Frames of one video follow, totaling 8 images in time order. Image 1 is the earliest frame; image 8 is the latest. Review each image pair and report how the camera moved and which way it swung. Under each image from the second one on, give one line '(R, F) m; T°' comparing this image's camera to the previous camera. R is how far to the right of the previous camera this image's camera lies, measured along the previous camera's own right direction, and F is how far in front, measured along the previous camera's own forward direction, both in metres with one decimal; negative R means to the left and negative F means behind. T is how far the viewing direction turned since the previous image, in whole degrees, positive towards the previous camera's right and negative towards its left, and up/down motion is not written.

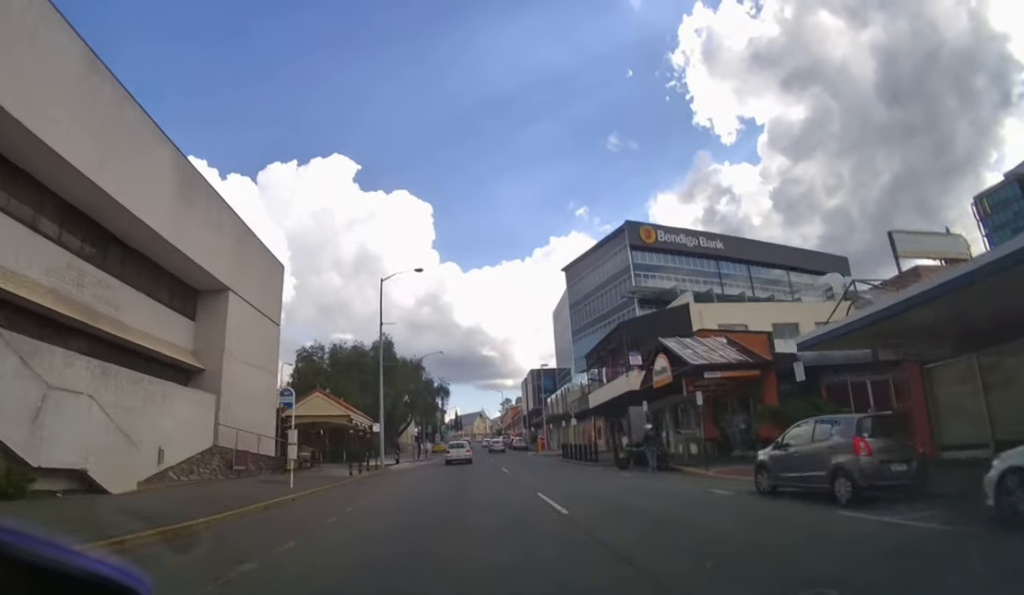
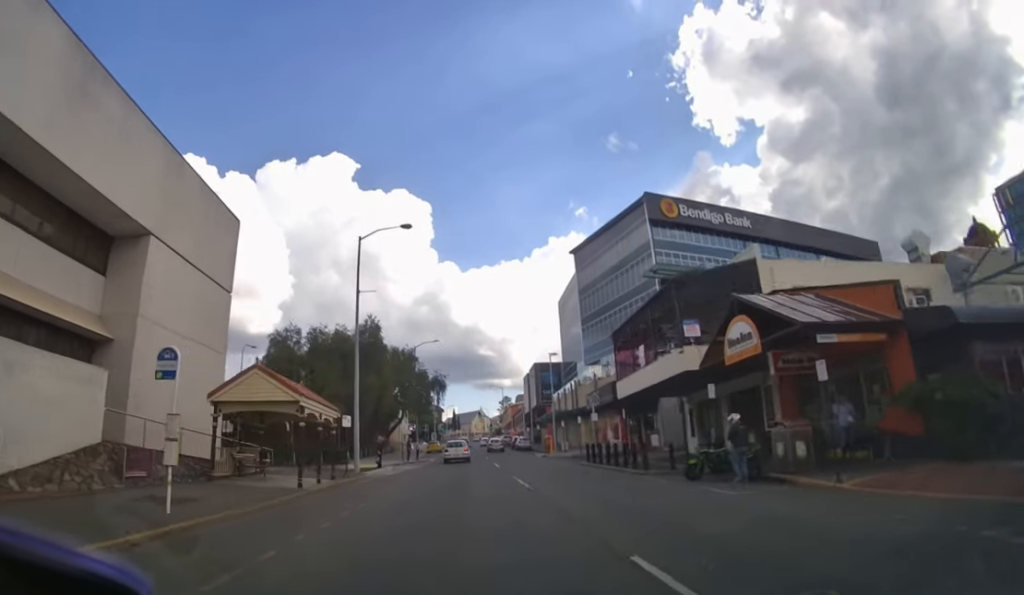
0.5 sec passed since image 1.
(0.0, +7.1) m; 0°
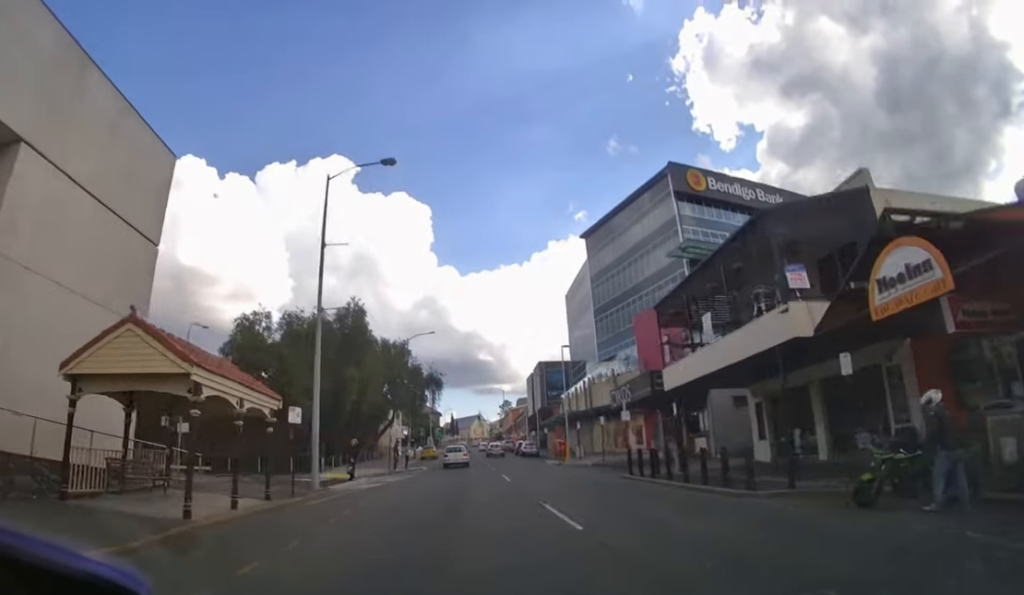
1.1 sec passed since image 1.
(0.0, +7.4) m; +1°
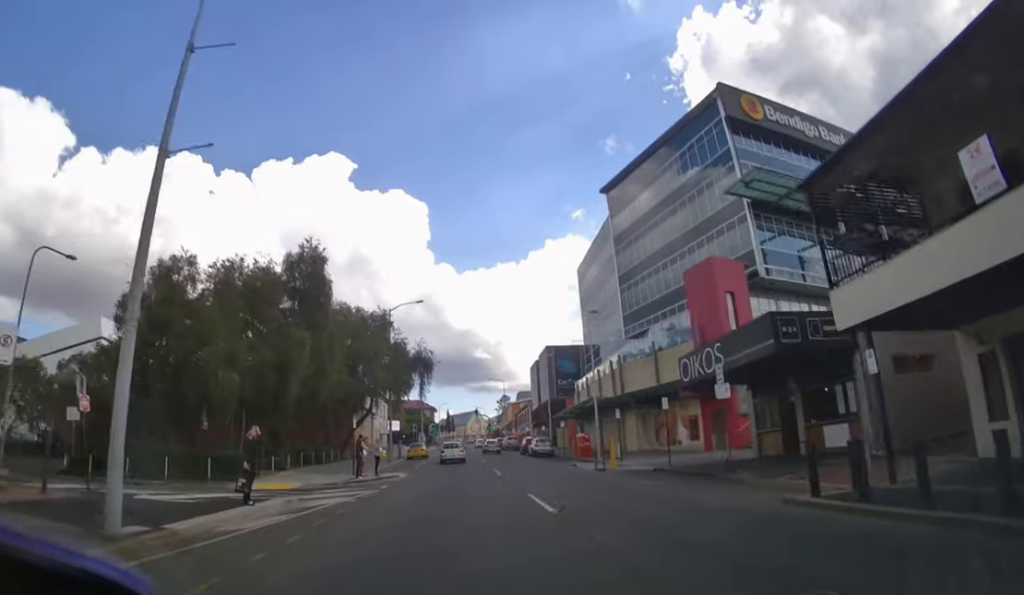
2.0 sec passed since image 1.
(+0.1, +10.7) m; 0°
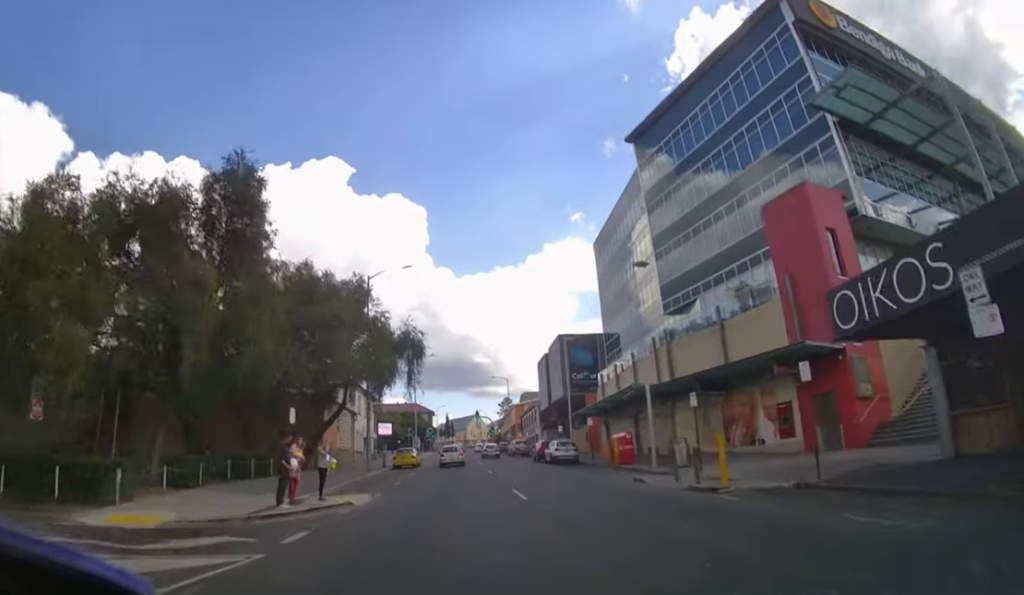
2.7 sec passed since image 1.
(0.0, +9.3) m; 0°
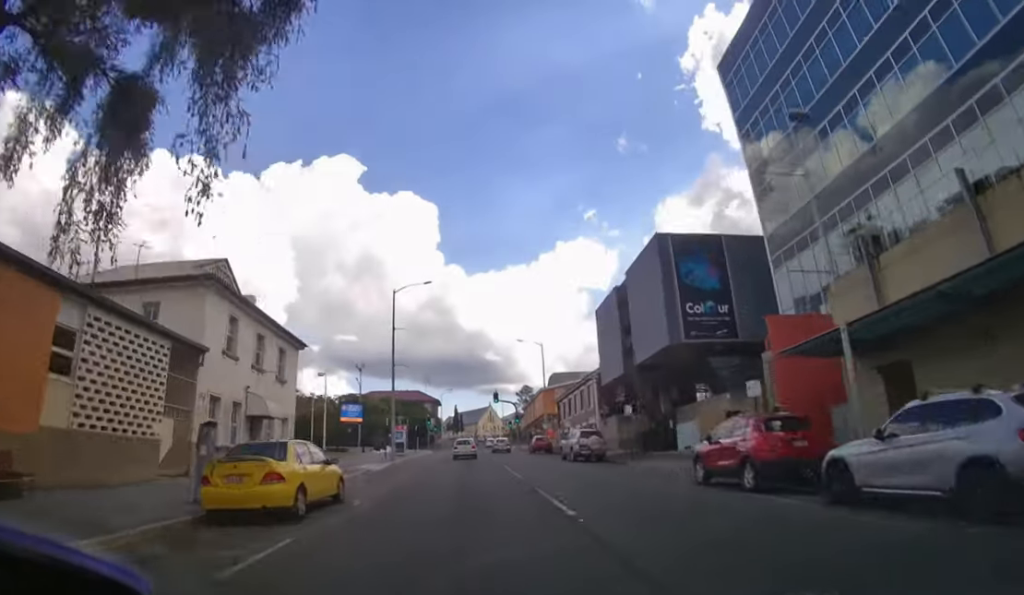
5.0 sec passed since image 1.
(-0.2, +26.5) m; 0°
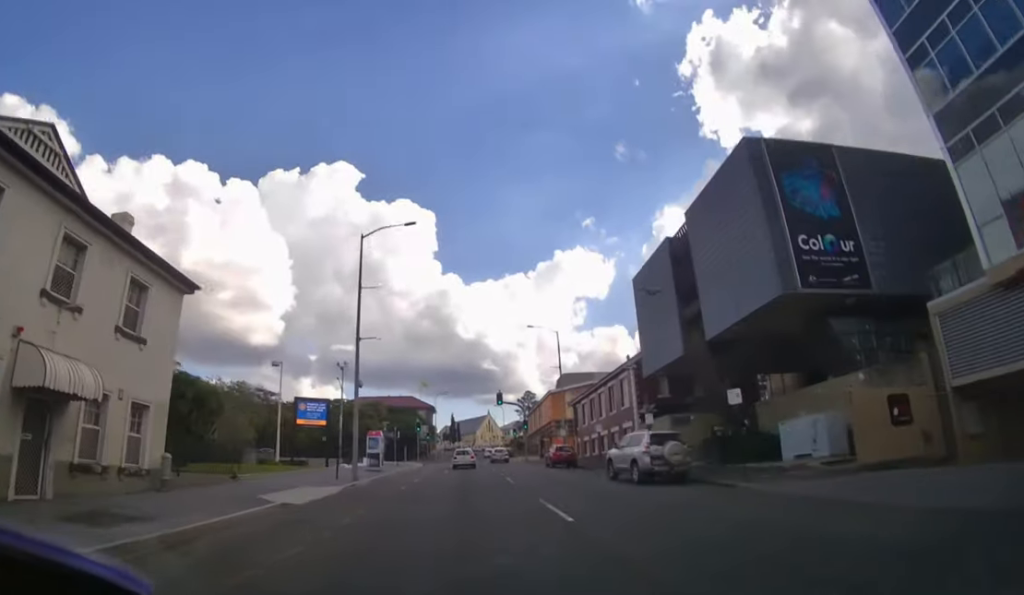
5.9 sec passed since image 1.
(0.0, +9.5) m; 0°
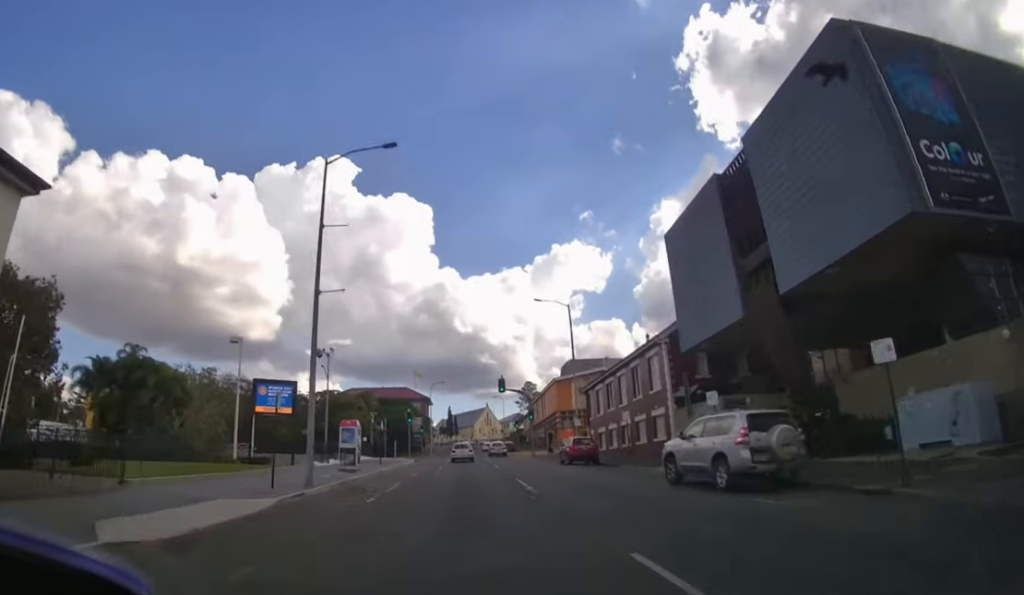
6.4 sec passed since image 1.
(0.0, +5.6) m; 0°
